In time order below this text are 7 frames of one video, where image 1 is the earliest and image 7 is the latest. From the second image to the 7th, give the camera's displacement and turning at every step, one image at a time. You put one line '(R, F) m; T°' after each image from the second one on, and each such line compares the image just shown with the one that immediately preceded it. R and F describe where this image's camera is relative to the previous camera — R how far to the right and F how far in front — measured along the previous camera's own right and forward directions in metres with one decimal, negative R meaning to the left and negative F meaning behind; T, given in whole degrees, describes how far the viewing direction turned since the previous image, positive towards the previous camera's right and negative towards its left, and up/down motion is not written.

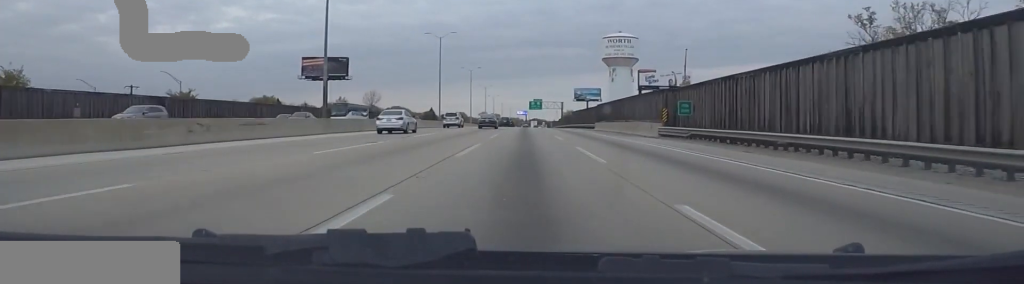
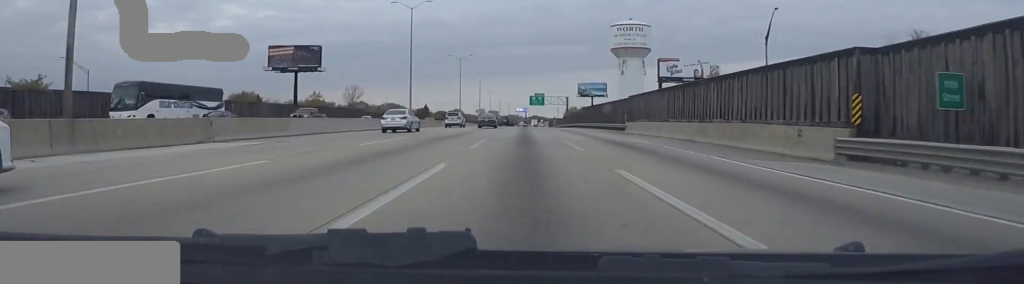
(-0.2, +26.1) m; 0°
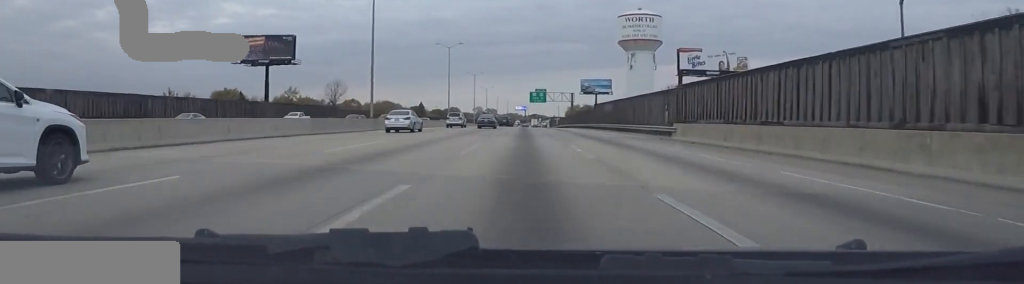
(+0.3, +19.2) m; 0°
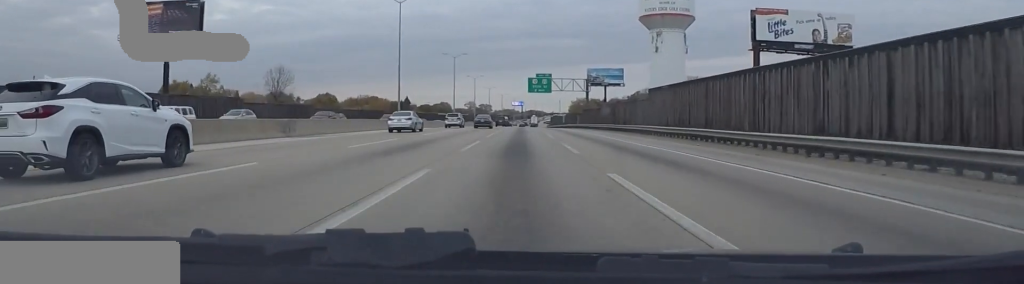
(-0.4, +42.4) m; +1°
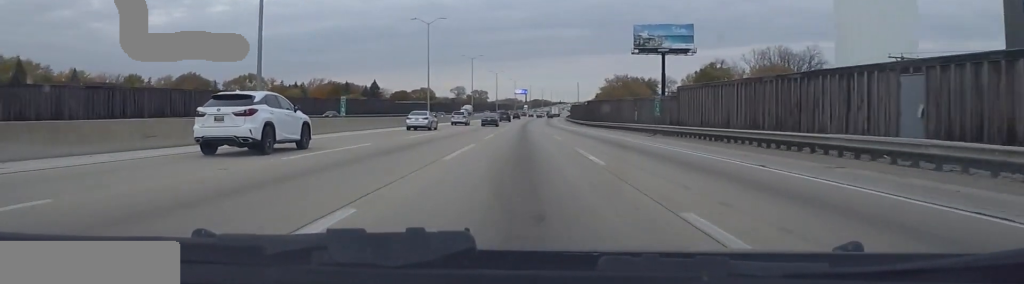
(+0.4, +98.3) m; 0°
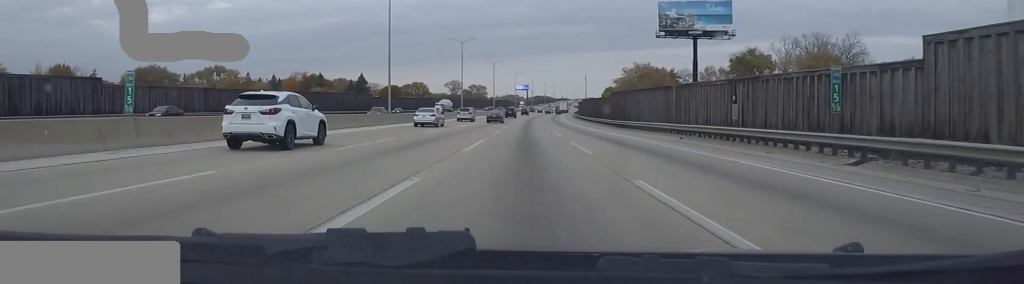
(-0.6, +27.5) m; 0°
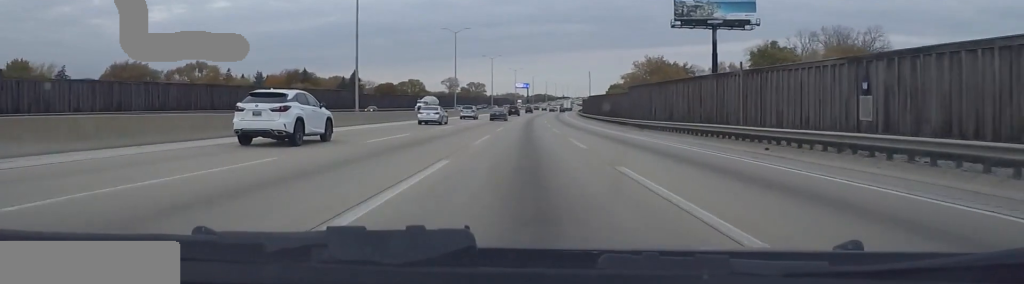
(+0.6, +12.4) m; 0°
